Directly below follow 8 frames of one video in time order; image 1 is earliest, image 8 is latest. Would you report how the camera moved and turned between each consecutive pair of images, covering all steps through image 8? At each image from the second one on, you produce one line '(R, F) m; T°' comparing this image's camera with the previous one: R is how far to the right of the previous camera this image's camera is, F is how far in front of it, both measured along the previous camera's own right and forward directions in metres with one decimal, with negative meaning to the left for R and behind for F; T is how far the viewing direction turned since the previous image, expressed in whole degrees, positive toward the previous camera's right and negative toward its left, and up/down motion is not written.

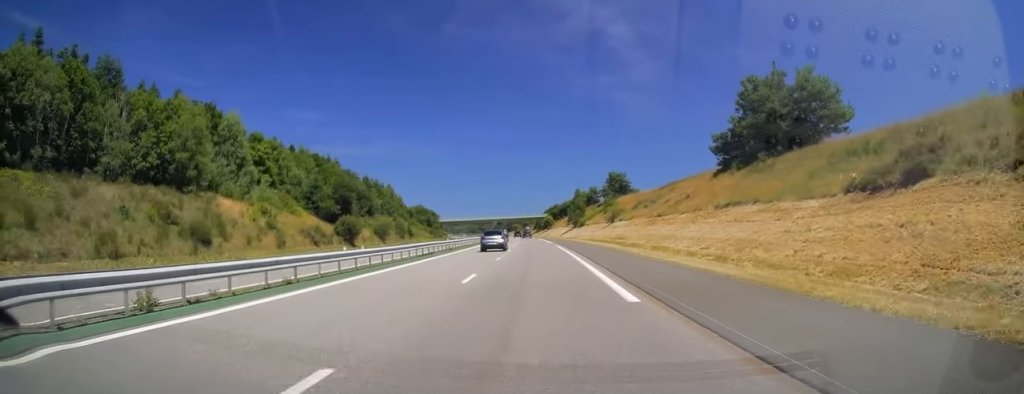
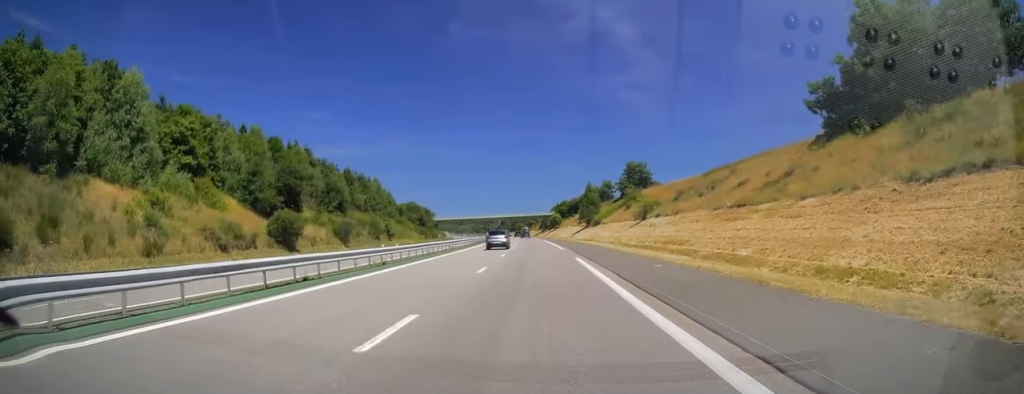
(0.0, +22.1) m; 0°
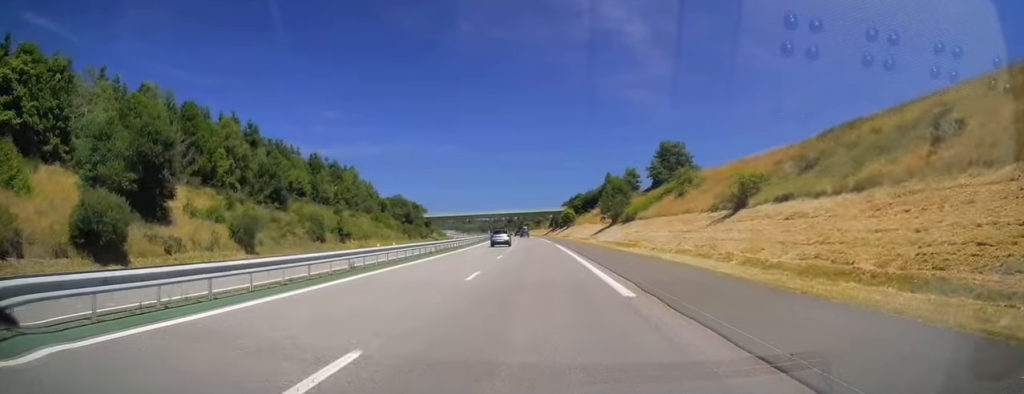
(-0.2, +29.0) m; -1°
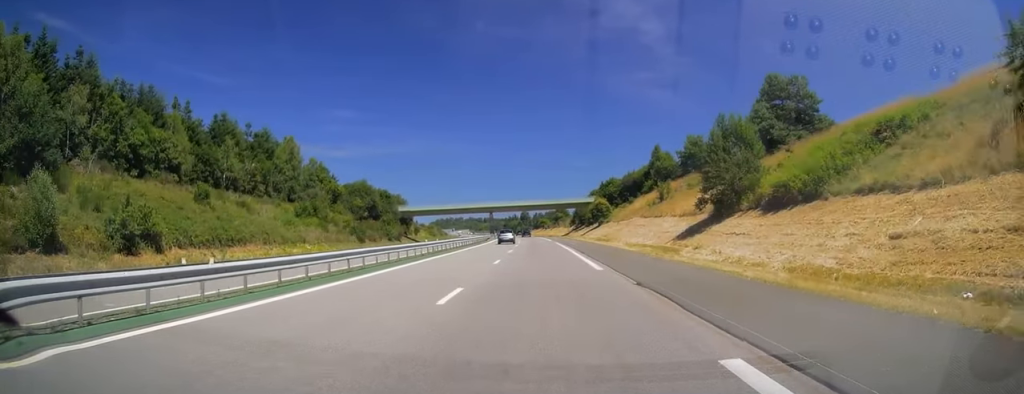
(-0.4, +44.7) m; -2°
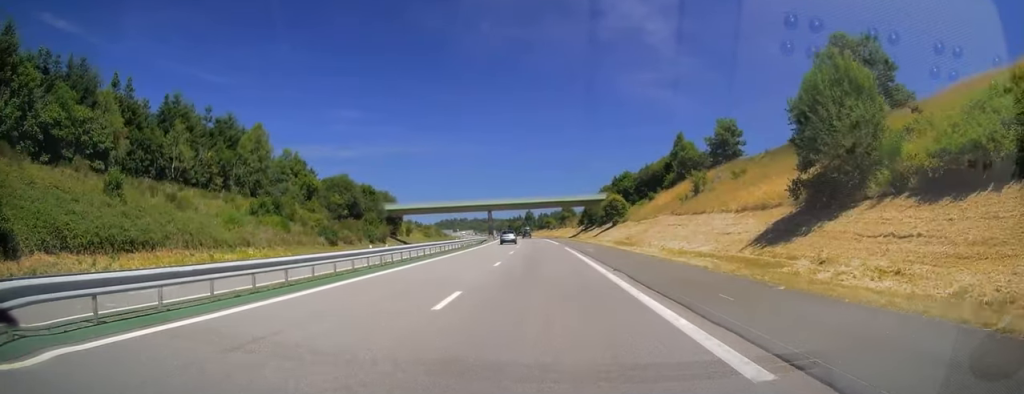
(-0.1, +13.8) m; -1°
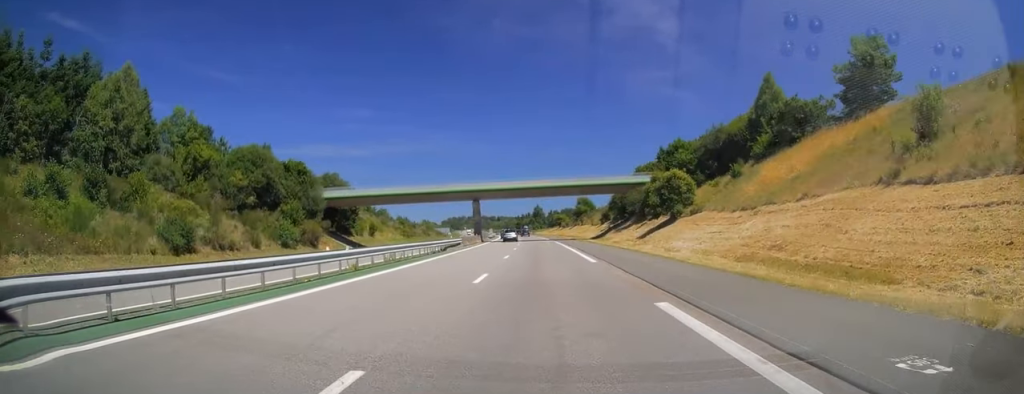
(-0.6, +33.9) m; -1°
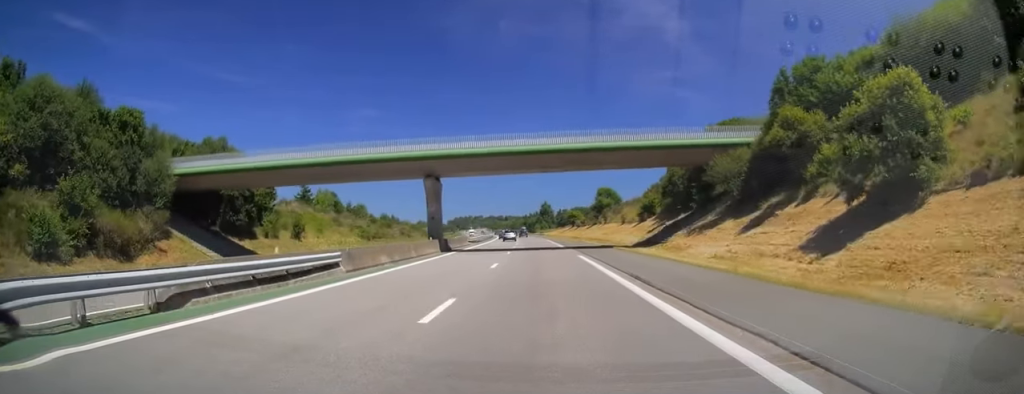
(0.0, +32.7) m; -1°
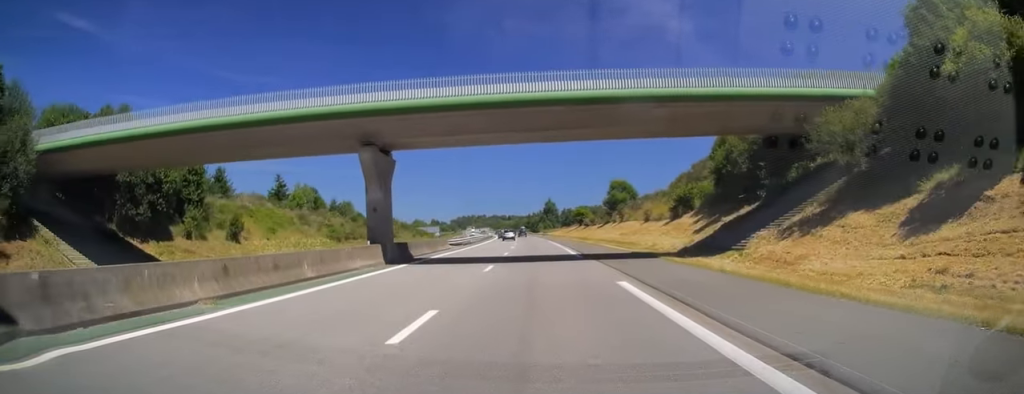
(-0.1, +14.6) m; -1°
